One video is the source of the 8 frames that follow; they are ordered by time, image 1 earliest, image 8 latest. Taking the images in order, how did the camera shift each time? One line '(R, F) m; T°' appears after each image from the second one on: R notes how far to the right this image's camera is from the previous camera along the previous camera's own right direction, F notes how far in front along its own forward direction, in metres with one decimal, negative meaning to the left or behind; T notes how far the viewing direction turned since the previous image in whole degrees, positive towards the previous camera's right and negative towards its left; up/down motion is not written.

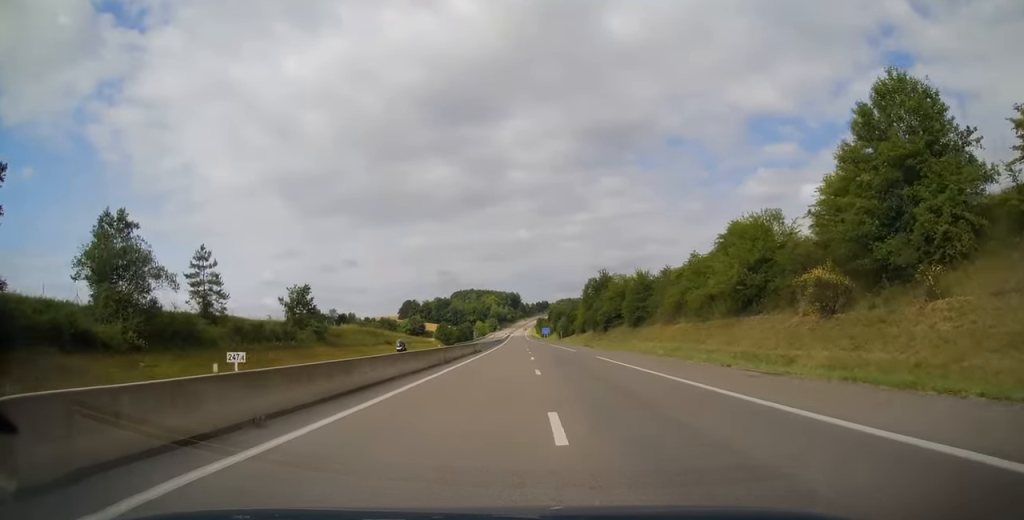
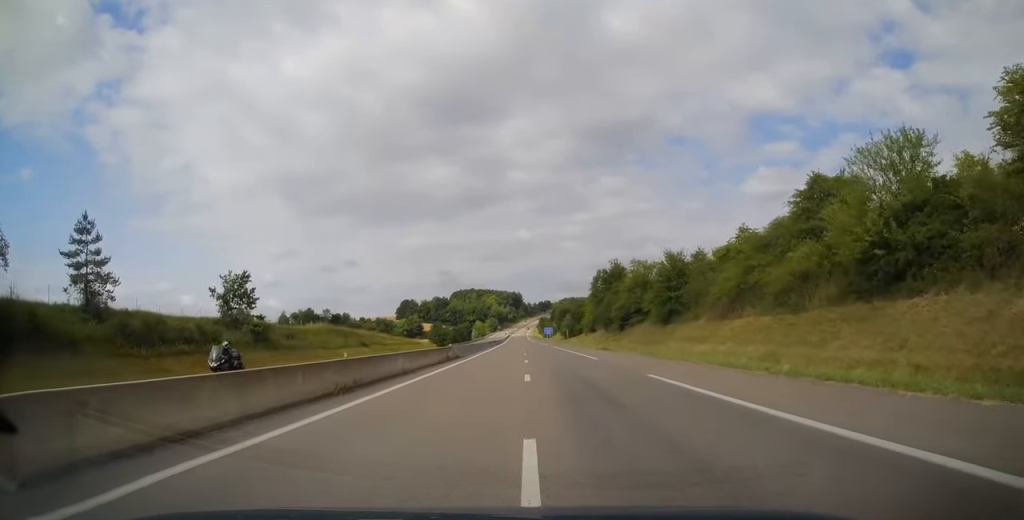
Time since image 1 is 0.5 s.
(0.0, +15.8) m; 0°
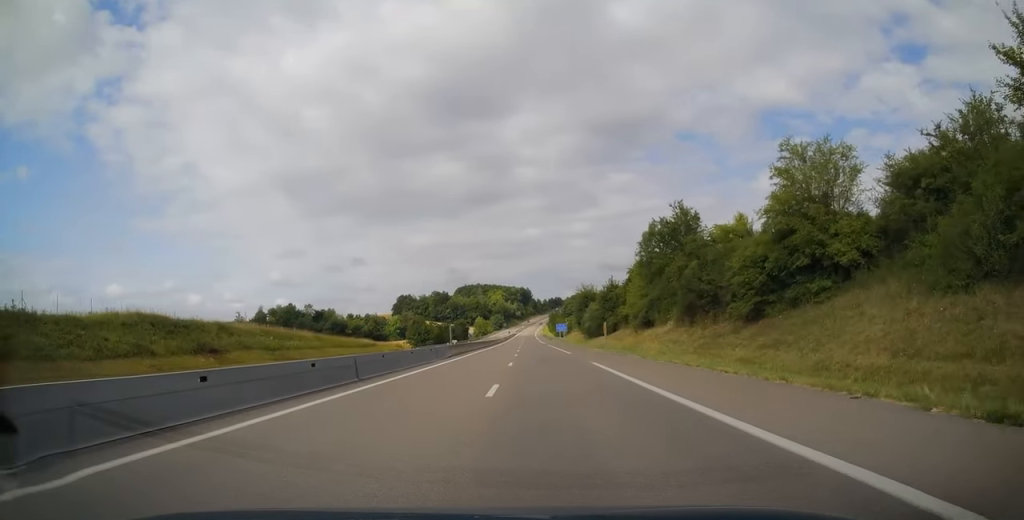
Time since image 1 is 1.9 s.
(-0.1, +43.5) m; -1°
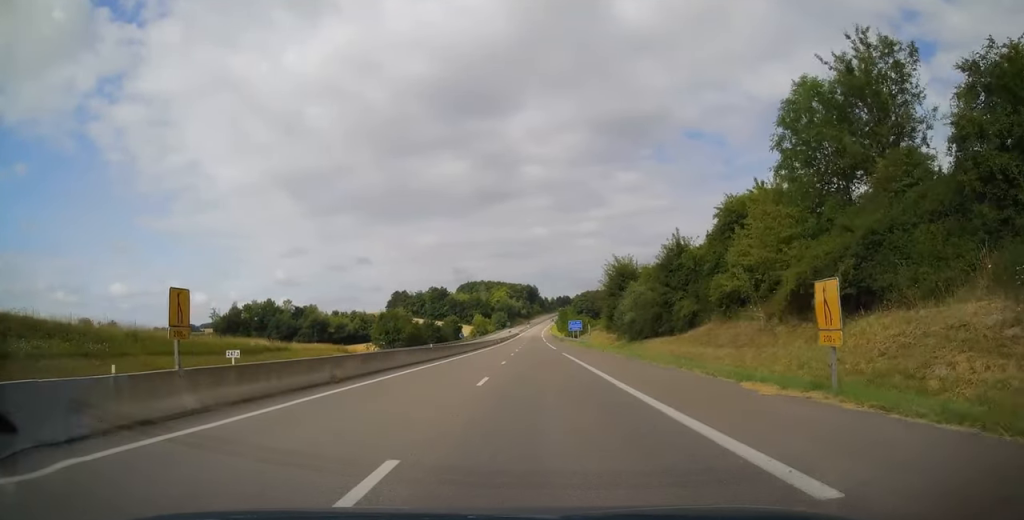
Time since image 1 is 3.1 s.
(-0.2, +35.9) m; -1°
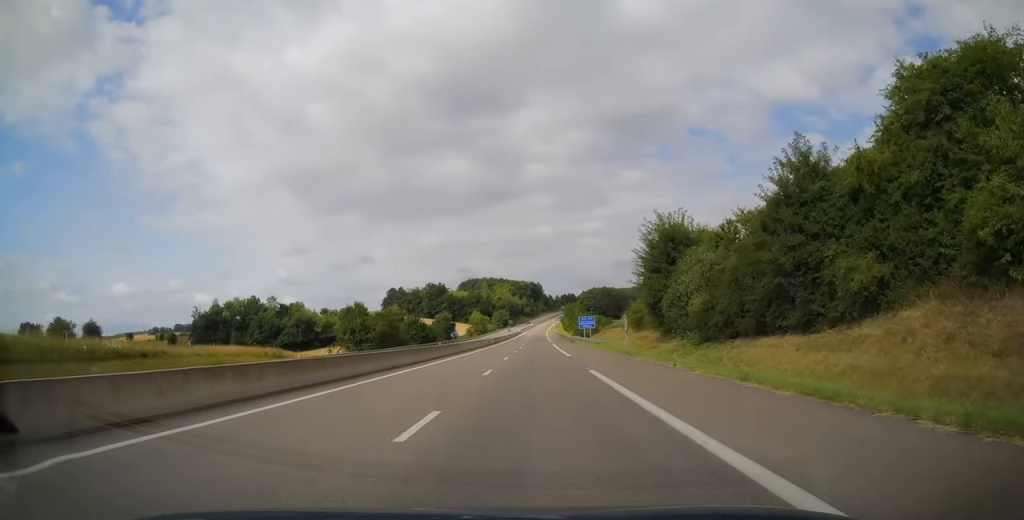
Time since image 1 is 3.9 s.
(-0.1, +21.8) m; 0°
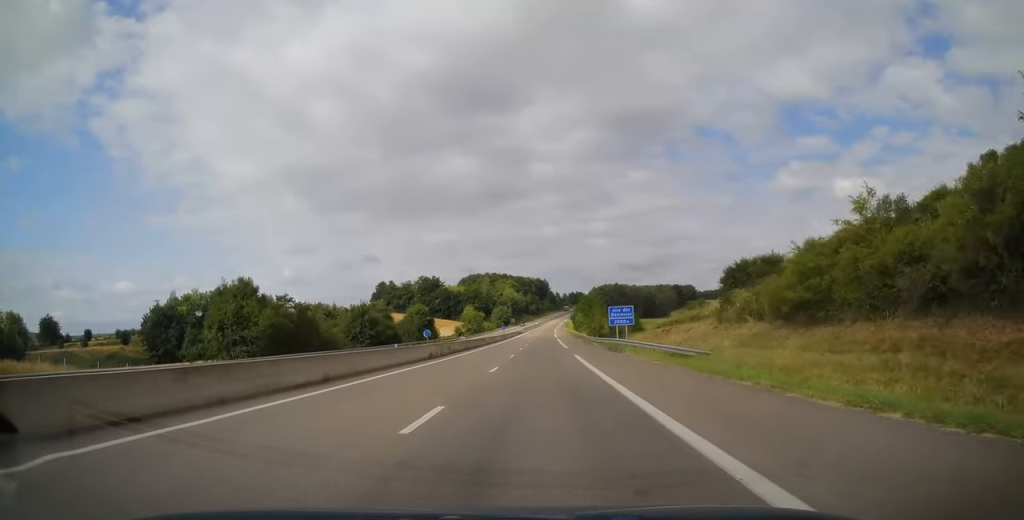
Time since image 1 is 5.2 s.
(0.0, +38.5) m; 0°
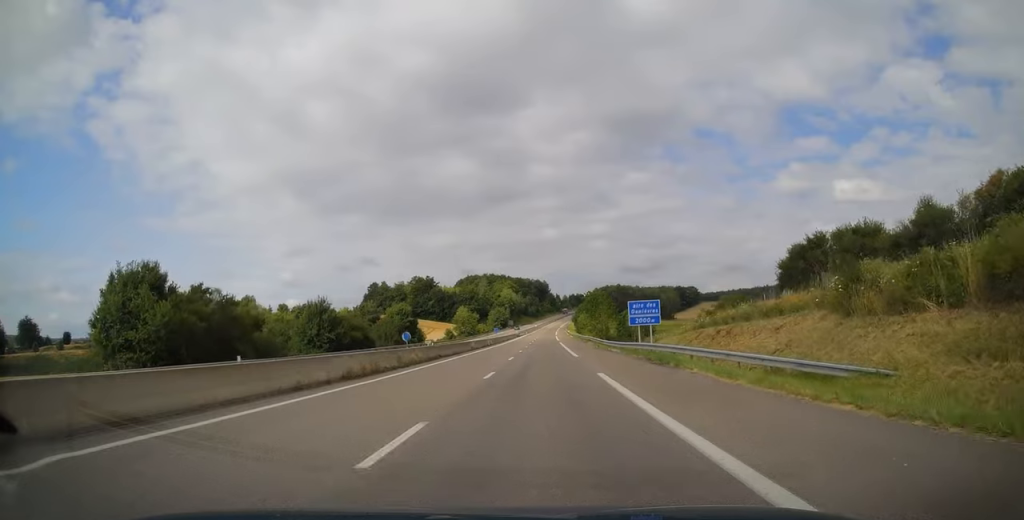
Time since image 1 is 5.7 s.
(0.0, +15.2) m; 0°
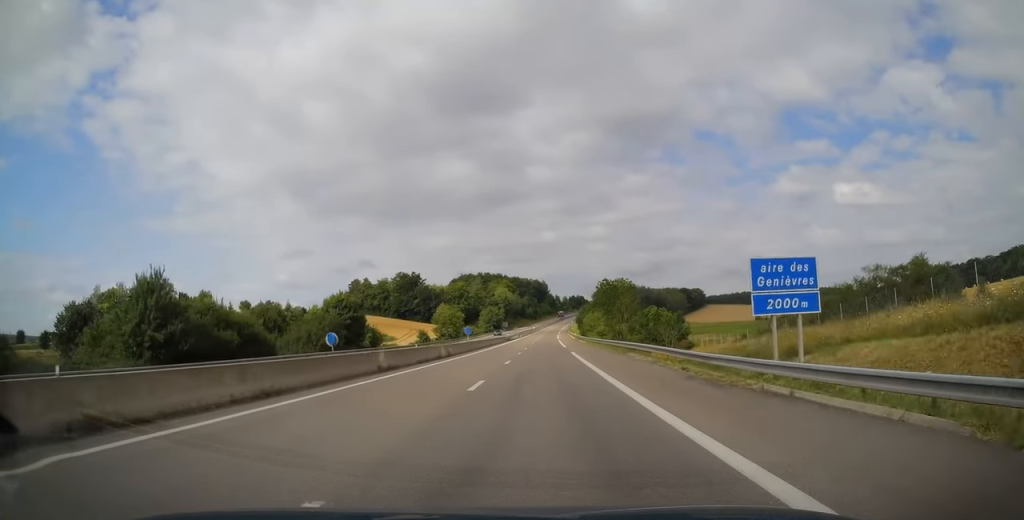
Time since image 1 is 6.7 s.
(0.0, +30.4) m; 0°
